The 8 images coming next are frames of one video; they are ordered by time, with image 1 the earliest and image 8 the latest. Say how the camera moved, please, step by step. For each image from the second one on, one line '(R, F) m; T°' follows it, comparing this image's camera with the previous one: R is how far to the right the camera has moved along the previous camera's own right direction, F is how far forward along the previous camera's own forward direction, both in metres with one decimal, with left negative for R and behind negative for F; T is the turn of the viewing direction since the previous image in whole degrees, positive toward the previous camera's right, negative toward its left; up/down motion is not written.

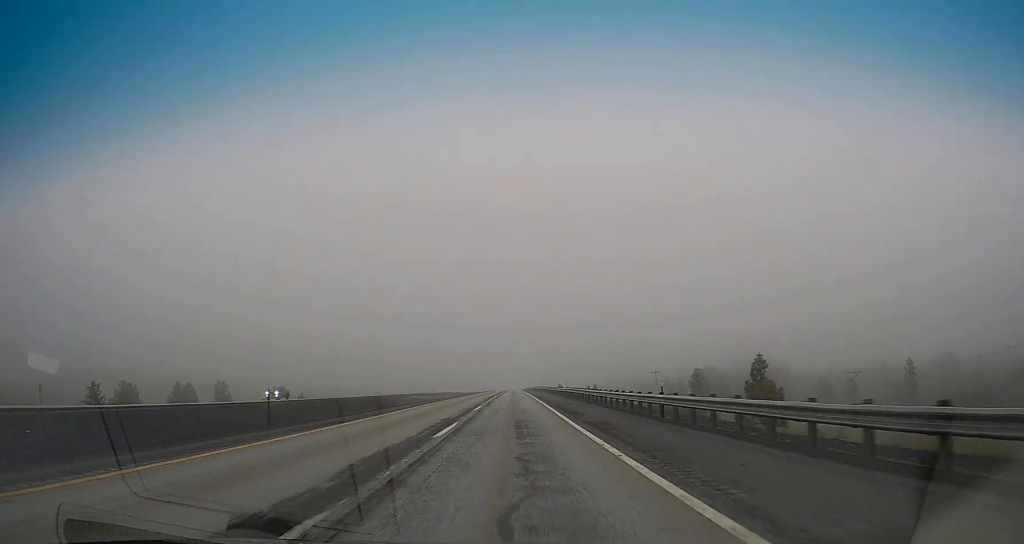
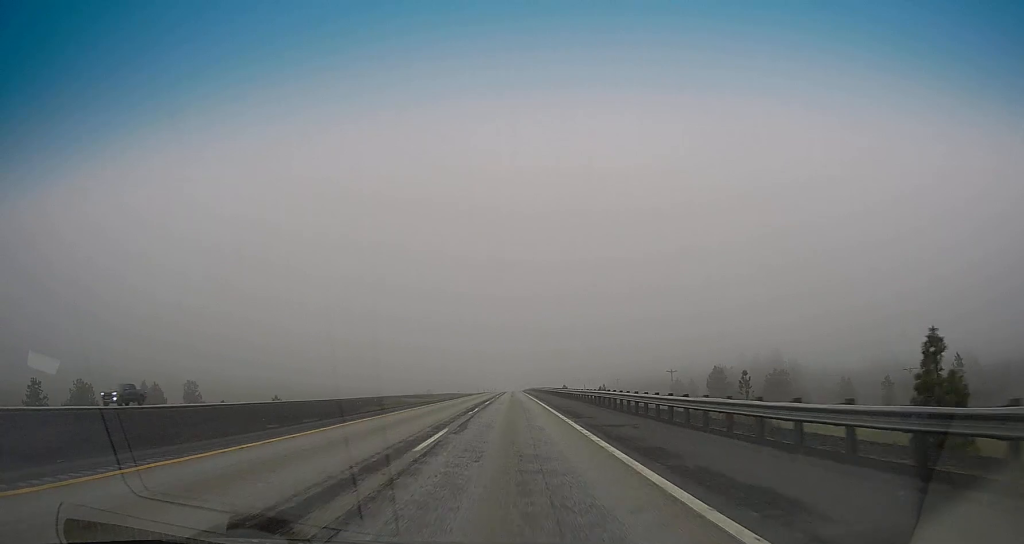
(+0.1, +18.6) m; 0°
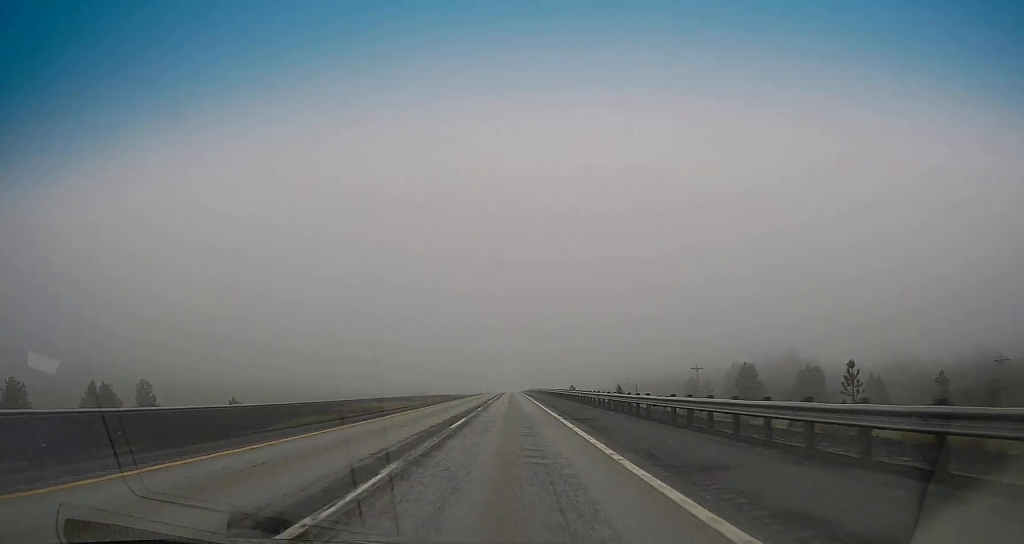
(+0.2, +23.5) m; 0°
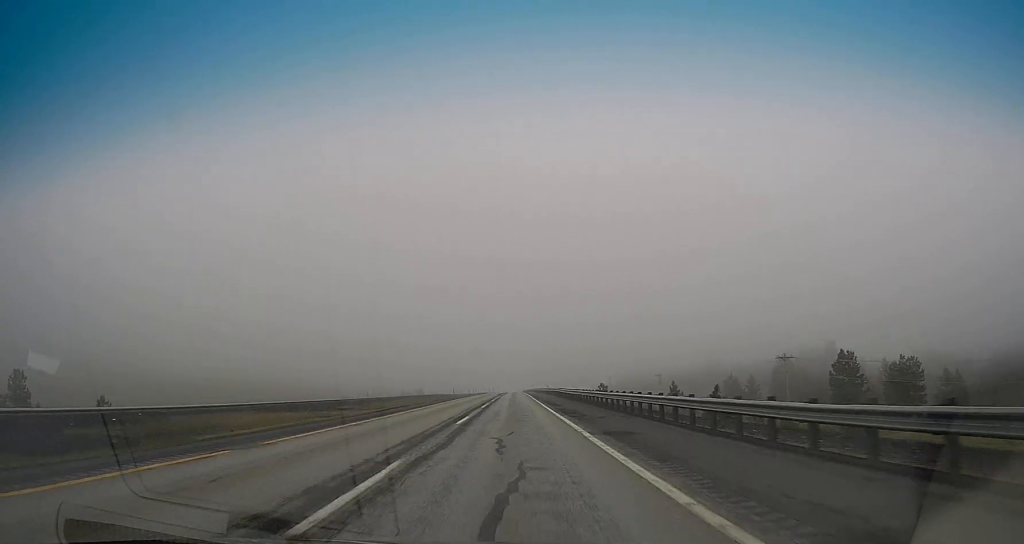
(-0.2, +46.3) m; 0°
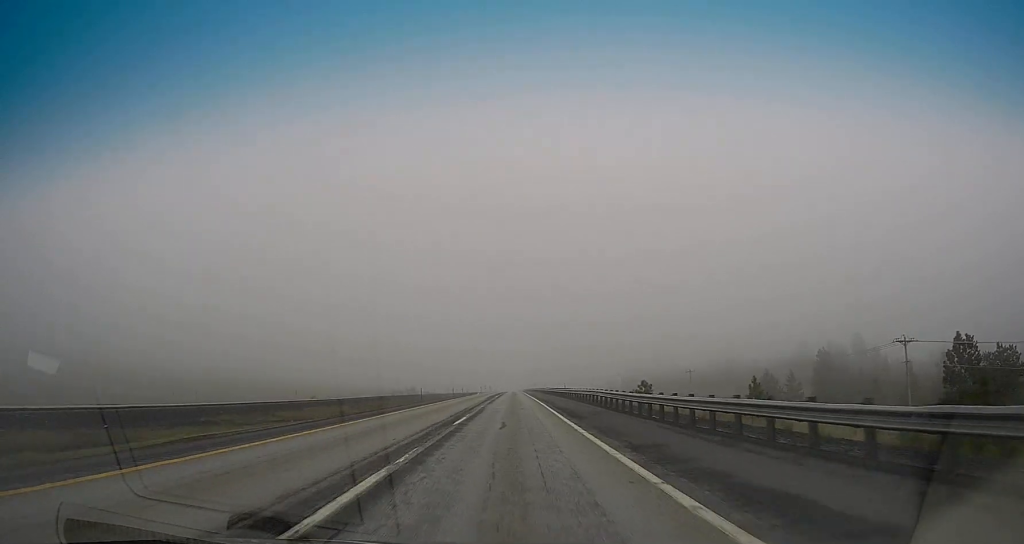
(-0.1, +32.5) m; -1°
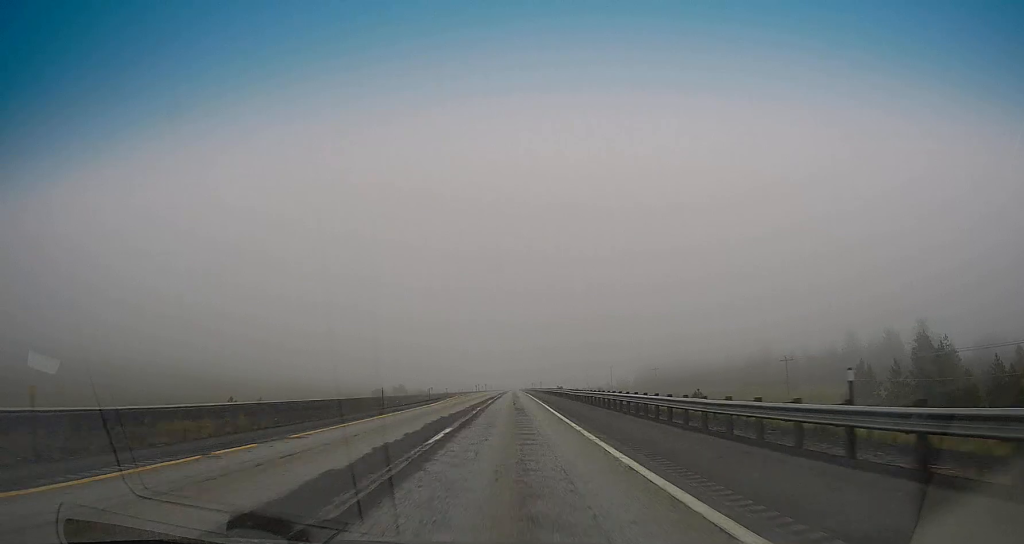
(-0.2, +53.1) m; 0°
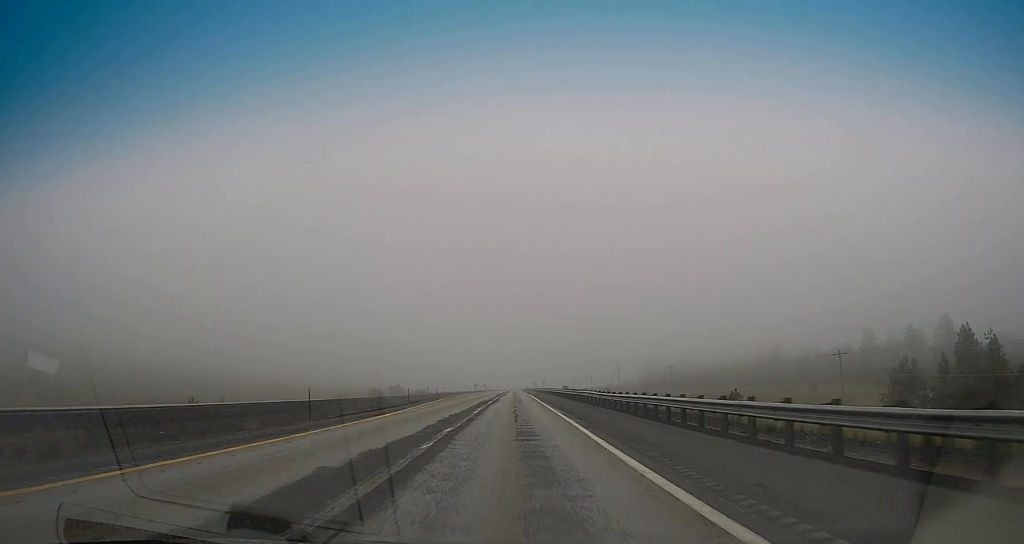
(+0.1, +16.8) m; 0°
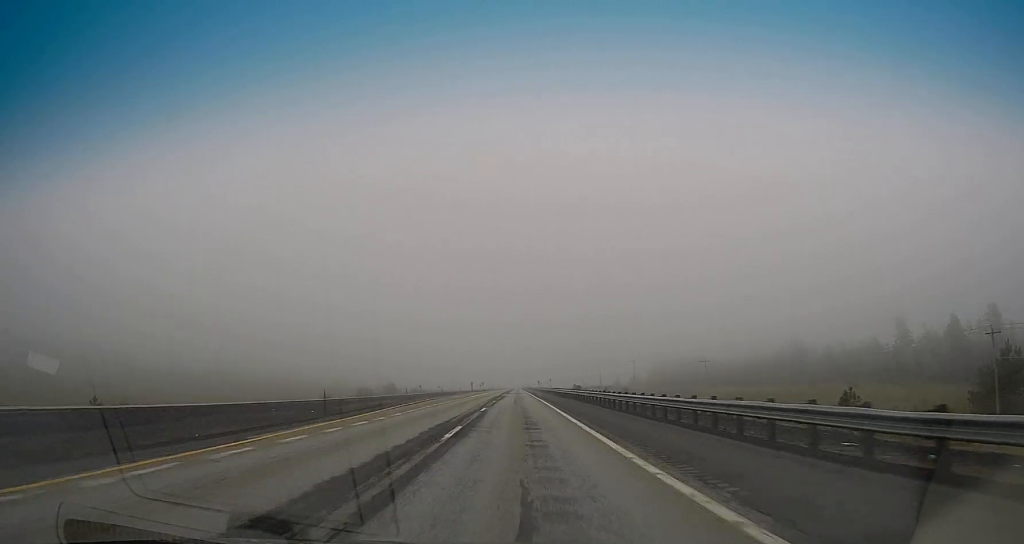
(+0.2, +29.6) m; 0°
